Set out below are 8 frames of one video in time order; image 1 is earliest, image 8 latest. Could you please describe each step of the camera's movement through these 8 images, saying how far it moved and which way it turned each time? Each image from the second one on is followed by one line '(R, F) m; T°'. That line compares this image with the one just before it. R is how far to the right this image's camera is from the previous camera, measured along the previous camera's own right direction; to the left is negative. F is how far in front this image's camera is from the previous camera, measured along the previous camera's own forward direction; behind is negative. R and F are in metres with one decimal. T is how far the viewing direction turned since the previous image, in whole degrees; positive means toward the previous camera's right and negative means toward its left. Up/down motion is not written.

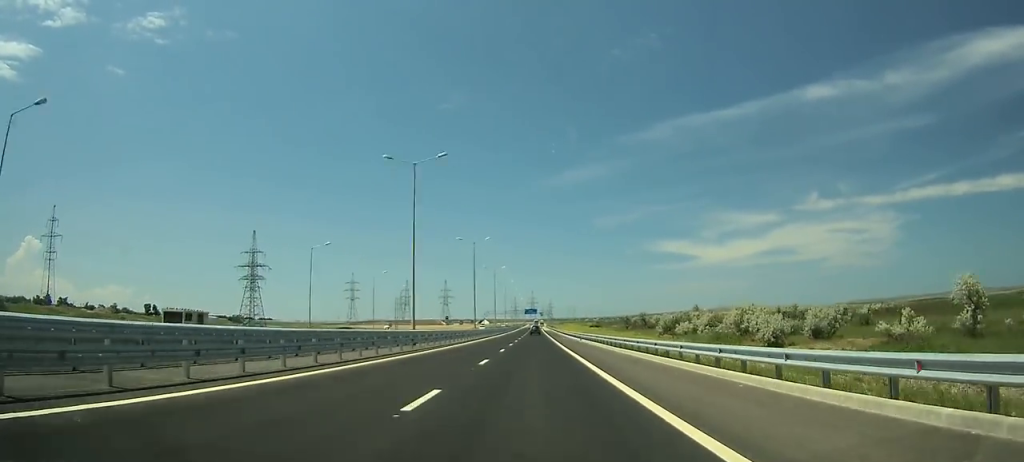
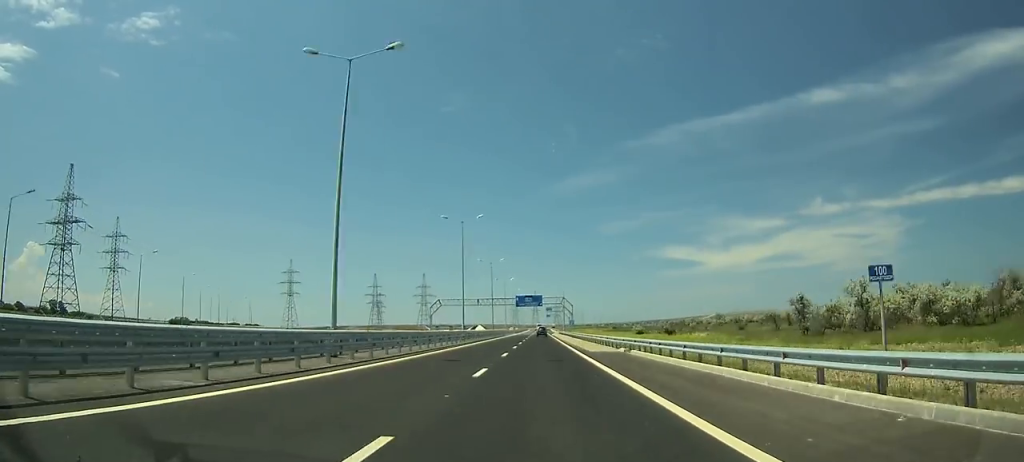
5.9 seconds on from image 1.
(-1.0, +138.1) m; 0°
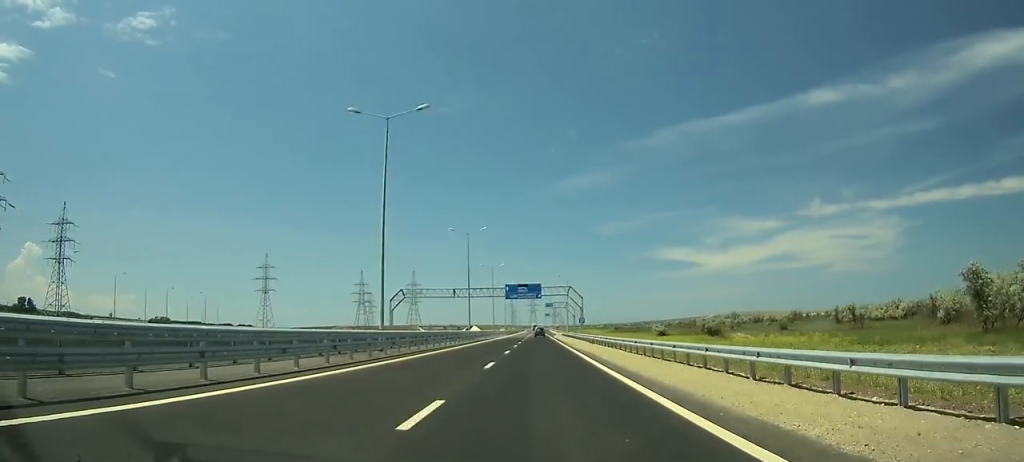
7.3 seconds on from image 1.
(0.0, +32.5) m; 0°
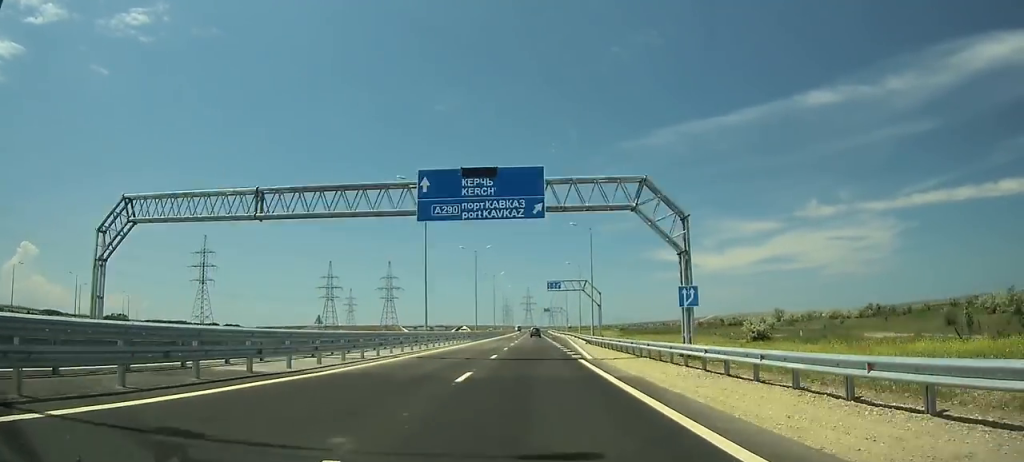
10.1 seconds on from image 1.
(+0.3, +64.8) m; 0°
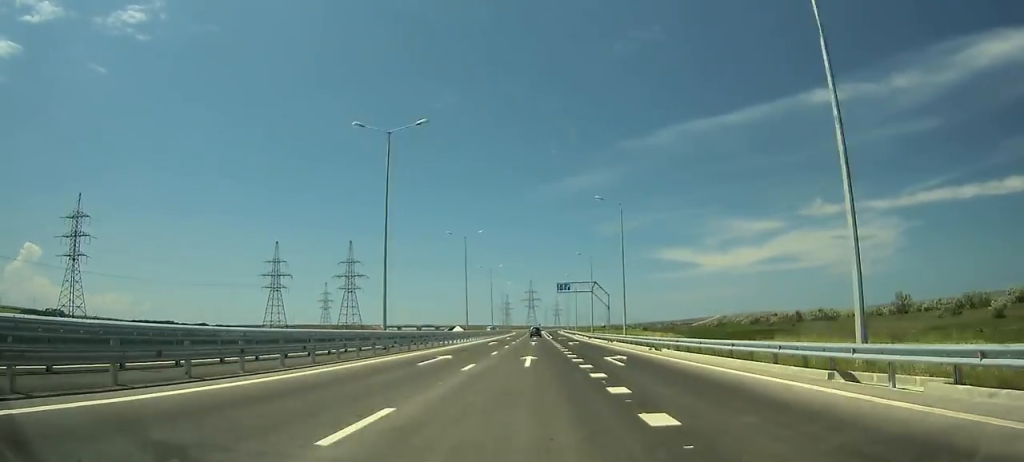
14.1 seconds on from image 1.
(+0.1, +91.7) m; 0°
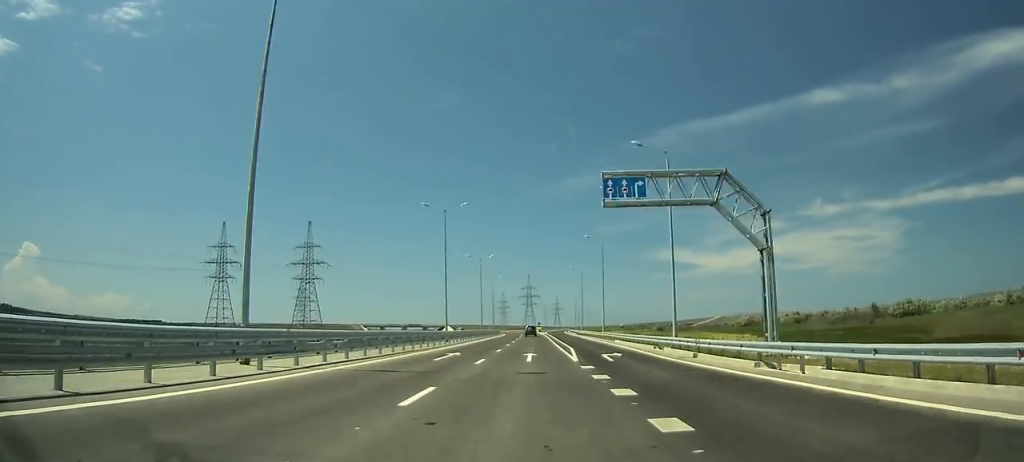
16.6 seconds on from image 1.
(0.0, +56.7) m; 0°
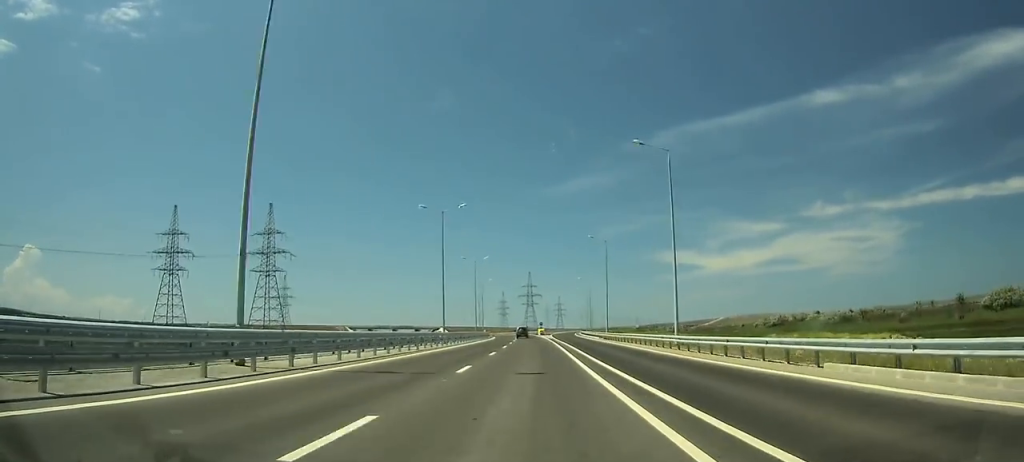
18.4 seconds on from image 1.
(+0.2, +40.5) m; 0°
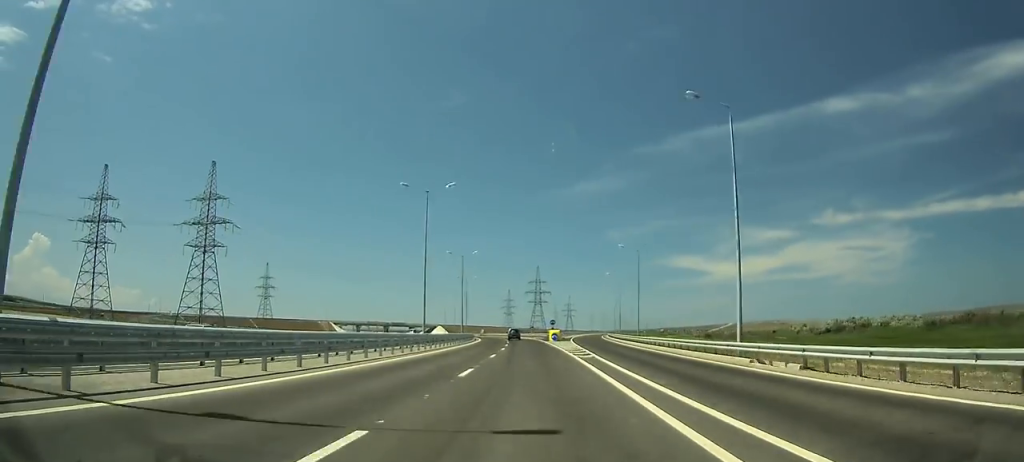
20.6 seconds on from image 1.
(-0.4, +49.2) m; -1°
